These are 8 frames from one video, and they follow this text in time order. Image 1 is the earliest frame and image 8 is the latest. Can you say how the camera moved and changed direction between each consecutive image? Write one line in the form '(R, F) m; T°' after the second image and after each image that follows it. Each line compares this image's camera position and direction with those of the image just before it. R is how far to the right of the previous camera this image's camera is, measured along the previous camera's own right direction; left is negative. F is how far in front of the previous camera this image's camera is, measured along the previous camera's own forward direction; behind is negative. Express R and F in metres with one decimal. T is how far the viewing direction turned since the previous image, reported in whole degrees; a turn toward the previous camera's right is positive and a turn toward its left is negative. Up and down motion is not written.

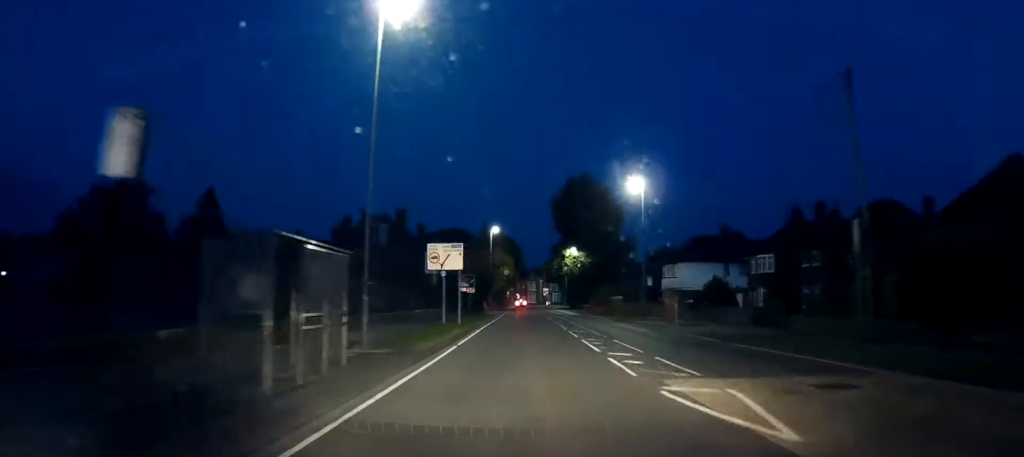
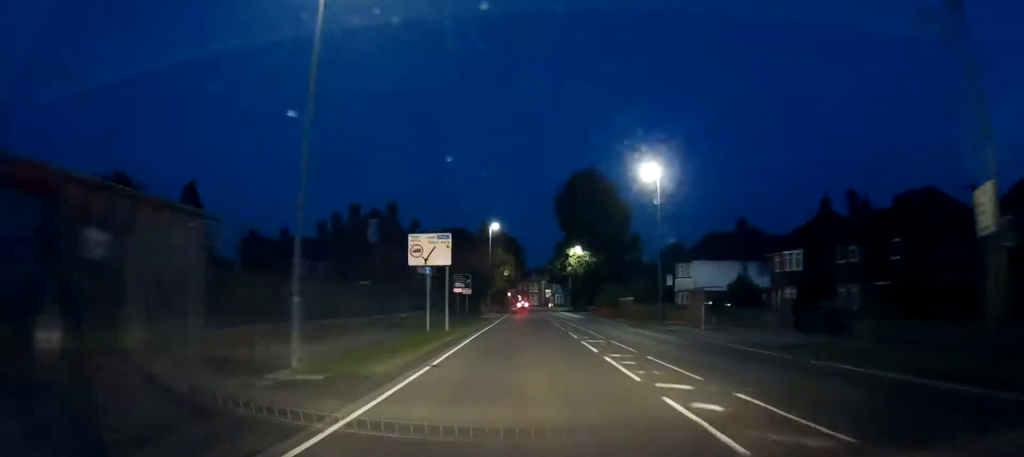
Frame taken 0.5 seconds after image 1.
(0.0, +5.6) m; 0°
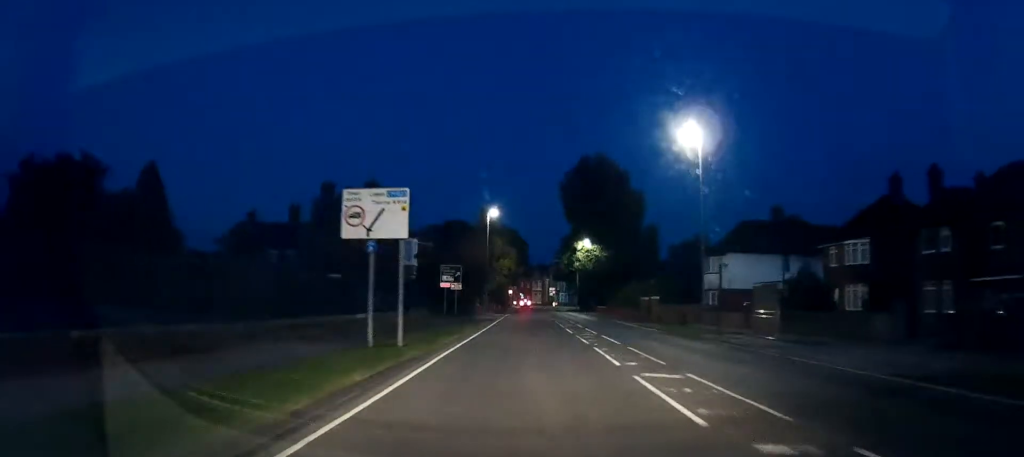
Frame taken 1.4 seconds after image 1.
(0.0, +10.2) m; 0°
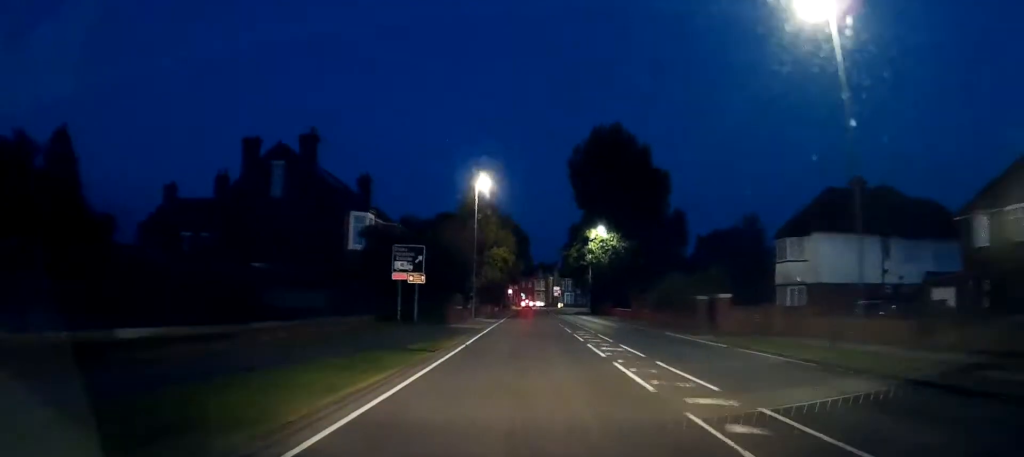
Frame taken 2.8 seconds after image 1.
(0.0, +16.2) m; 0°
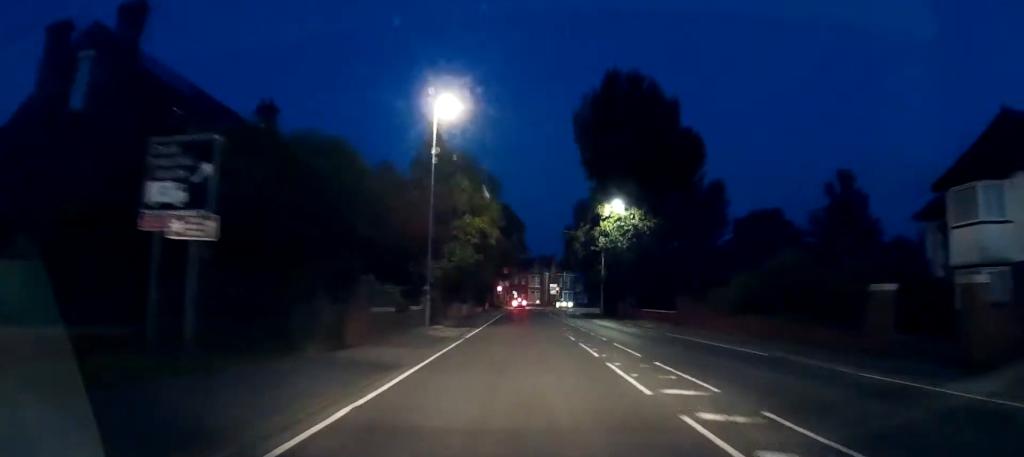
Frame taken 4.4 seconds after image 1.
(+0.2, +18.9) m; +2°
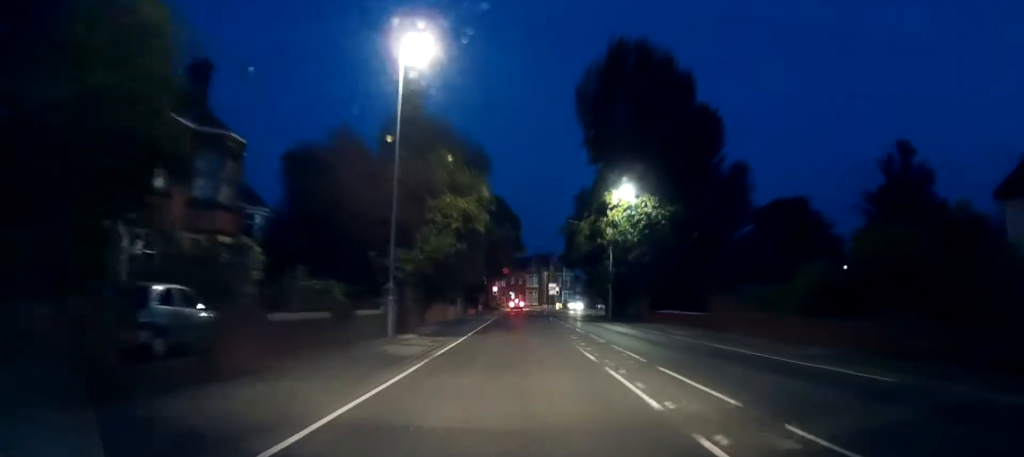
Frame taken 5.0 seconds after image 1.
(0.0, +7.2) m; 0°
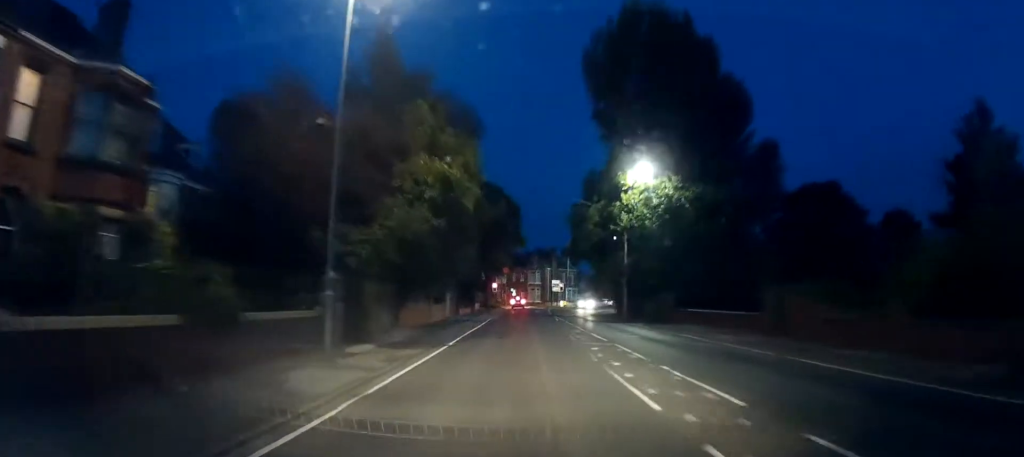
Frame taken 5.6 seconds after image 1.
(0.0, +6.9) m; 0°
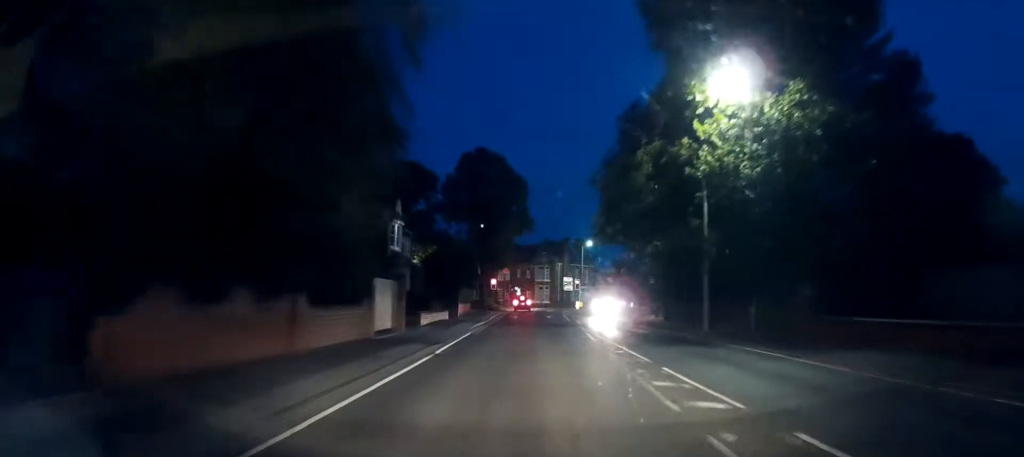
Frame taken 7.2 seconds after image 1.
(-0.1, +19.1) m; 0°
